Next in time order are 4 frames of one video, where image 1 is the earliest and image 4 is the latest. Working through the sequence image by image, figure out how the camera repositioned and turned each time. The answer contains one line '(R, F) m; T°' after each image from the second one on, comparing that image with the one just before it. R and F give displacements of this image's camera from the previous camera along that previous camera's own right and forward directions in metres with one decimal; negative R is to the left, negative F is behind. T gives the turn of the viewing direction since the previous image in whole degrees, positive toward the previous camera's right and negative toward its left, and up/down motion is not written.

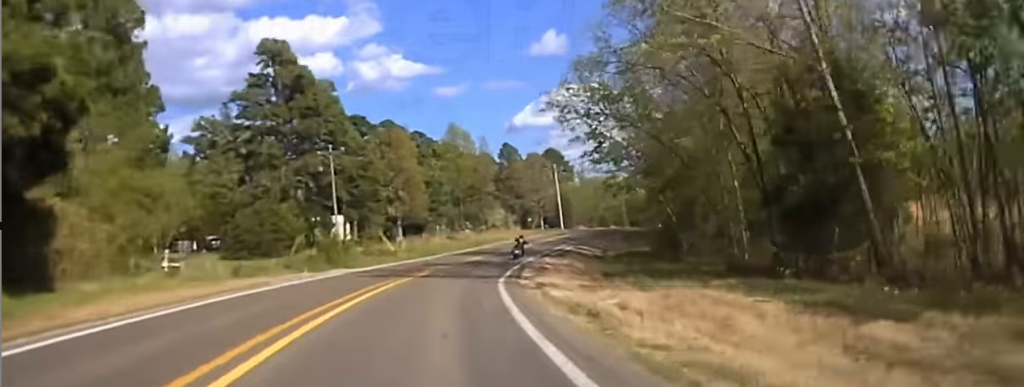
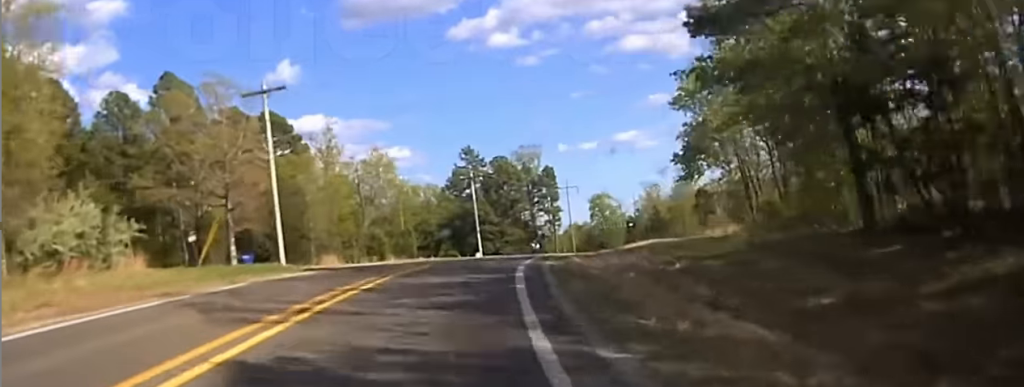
(+20.0, +77.0) m; +22°
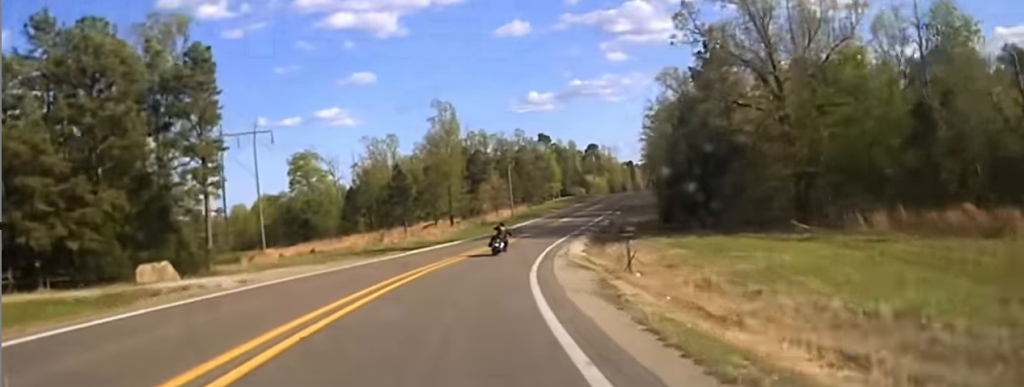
(+0.1, +69.5) m; +2°
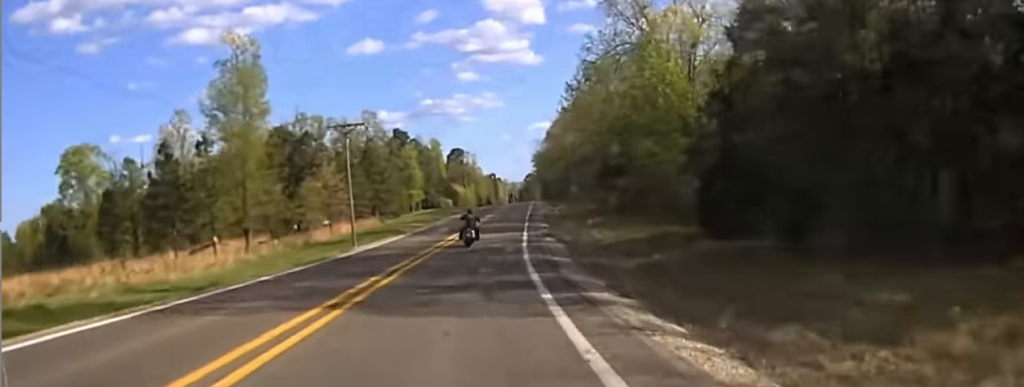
(+3.6, +47.0) m; +14°
